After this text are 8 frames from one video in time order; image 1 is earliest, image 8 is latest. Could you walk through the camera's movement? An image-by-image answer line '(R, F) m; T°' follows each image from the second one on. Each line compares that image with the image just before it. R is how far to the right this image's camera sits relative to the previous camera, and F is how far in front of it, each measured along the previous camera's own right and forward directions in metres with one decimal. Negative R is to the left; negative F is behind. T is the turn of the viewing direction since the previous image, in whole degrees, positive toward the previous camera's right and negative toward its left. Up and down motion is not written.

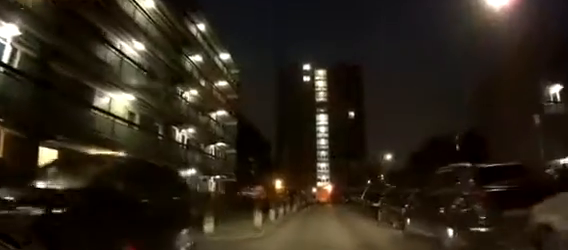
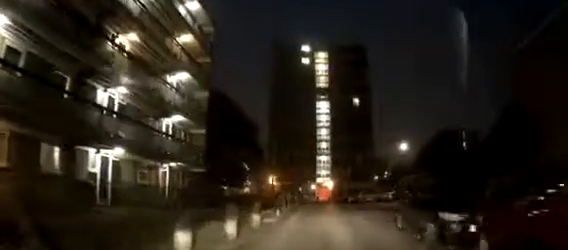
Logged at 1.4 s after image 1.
(0.0, +8.8) m; -1°
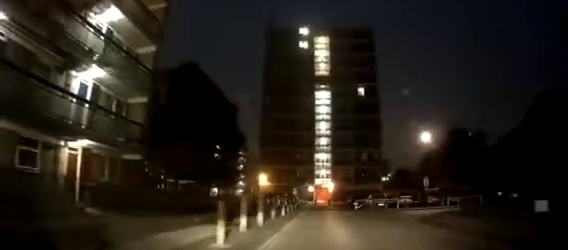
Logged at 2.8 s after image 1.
(-0.4, +8.7) m; -2°
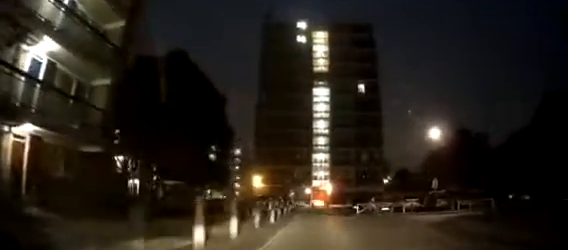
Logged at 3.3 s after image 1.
(-0.2, +3.2) m; +1°
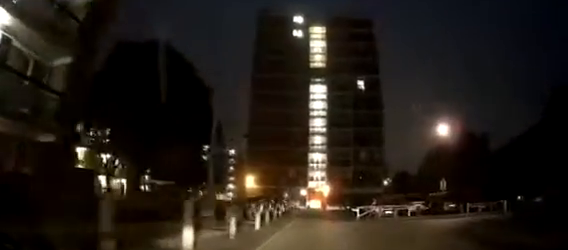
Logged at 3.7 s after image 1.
(+0.3, +2.8) m; +3°
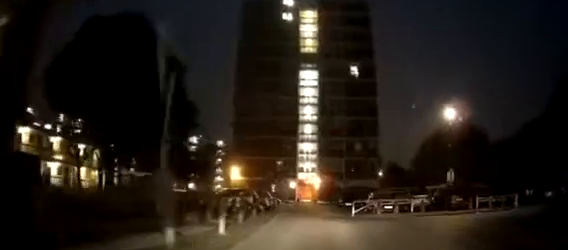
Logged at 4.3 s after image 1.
(+0.2, +3.4) m; +3°
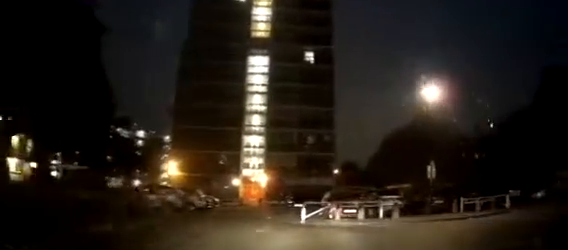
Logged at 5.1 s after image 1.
(0.0, +5.2) m; 0°
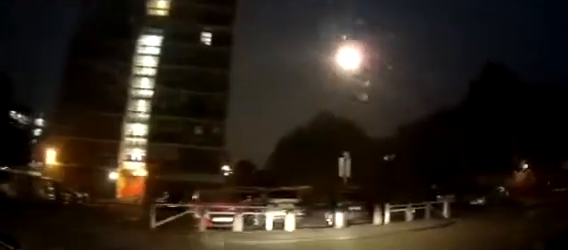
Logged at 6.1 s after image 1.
(0.0, +5.1) m; +12°
